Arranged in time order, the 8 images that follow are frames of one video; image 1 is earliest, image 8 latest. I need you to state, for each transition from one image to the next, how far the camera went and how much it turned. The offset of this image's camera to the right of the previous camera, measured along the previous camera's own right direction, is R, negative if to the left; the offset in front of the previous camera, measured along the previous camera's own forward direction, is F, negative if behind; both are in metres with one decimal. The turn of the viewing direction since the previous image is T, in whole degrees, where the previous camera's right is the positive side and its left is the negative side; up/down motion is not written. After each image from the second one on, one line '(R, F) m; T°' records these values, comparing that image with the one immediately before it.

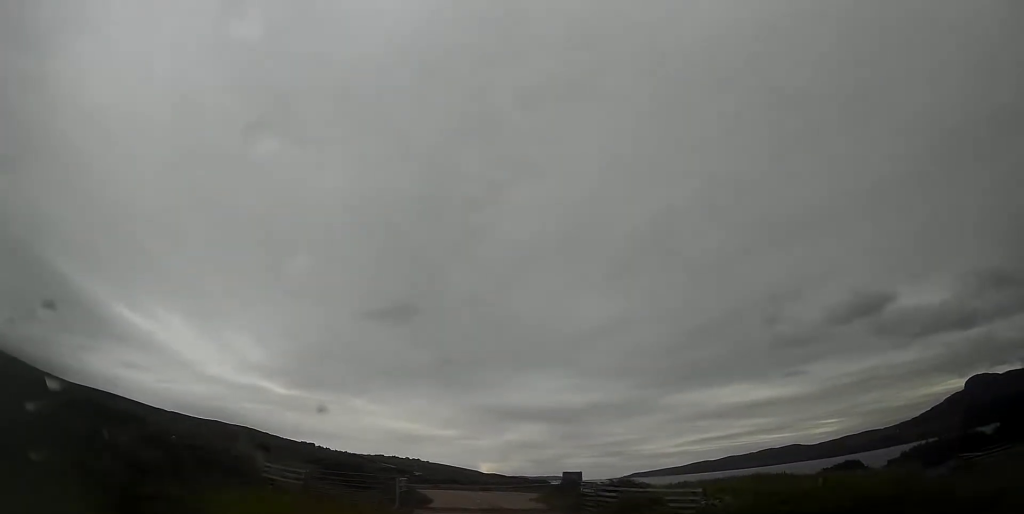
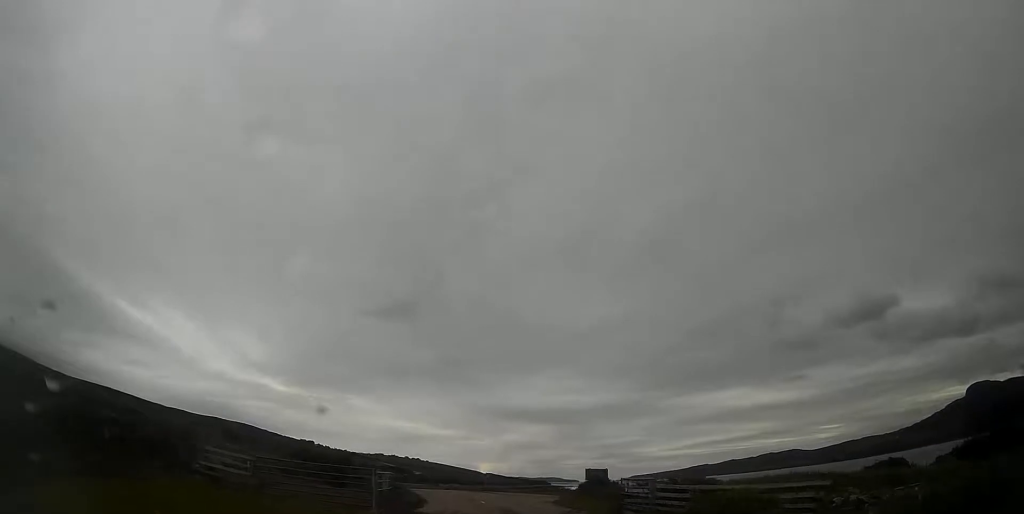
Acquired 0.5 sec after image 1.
(+0.1, +6.7) m; 0°
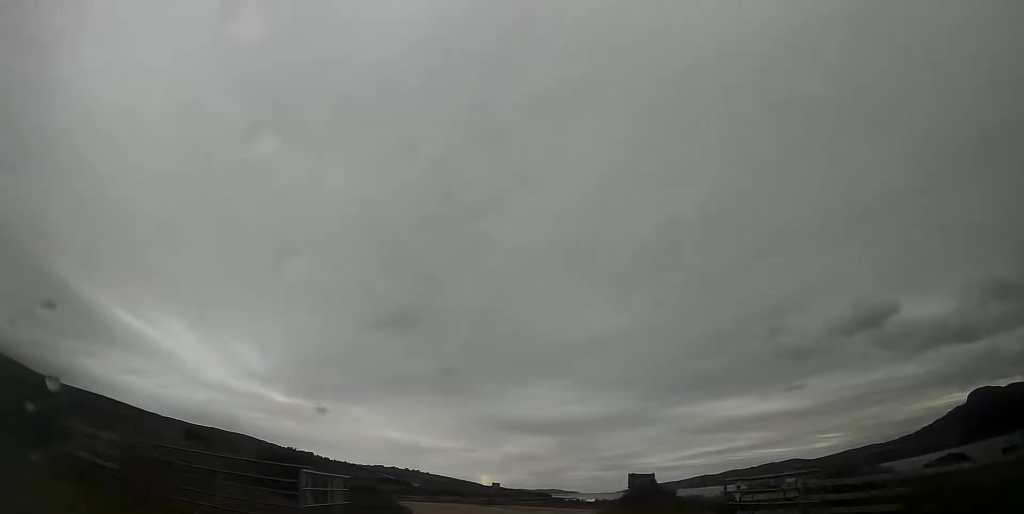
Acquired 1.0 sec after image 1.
(-0.2, +7.7) m; -1°
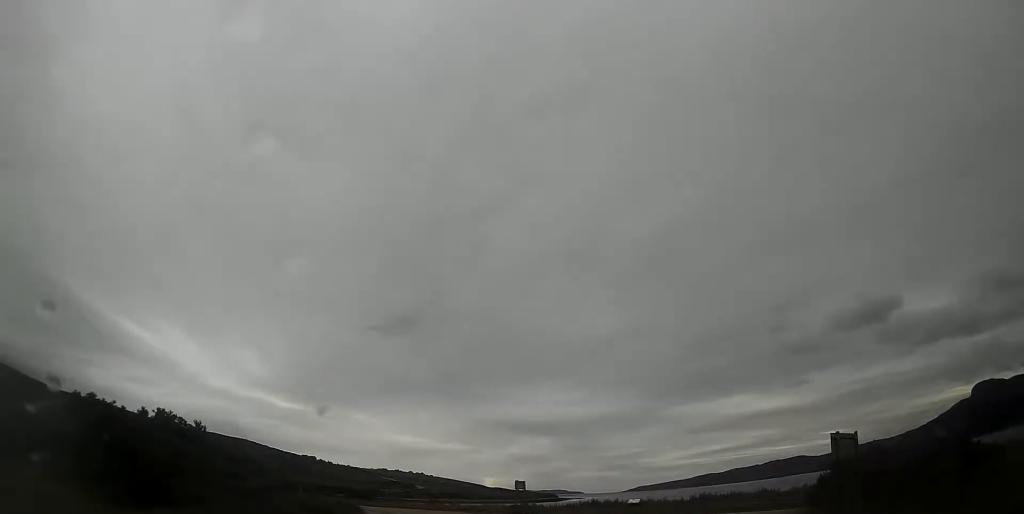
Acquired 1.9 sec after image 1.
(-0.2, +13.4) m; -3°
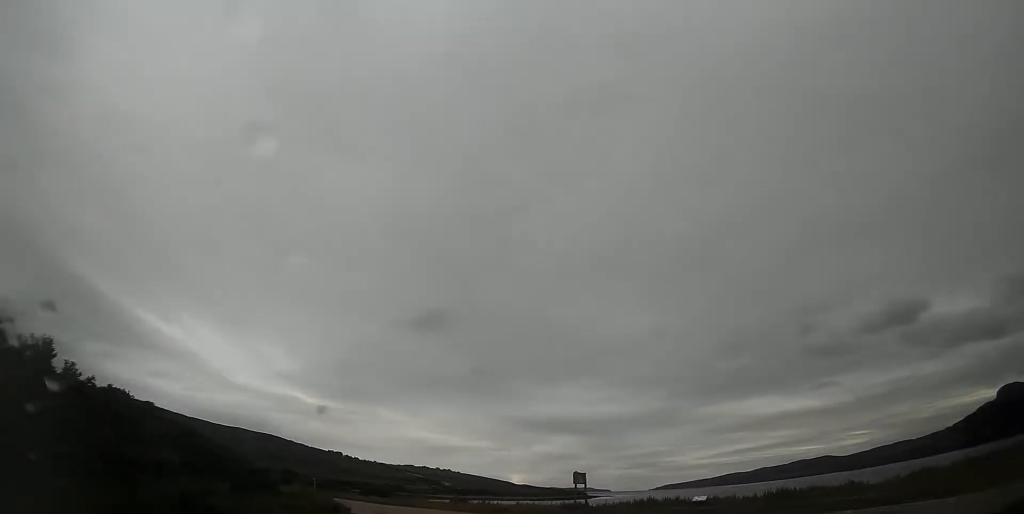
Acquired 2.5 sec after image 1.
(+0.2, +8.1) m; -3°
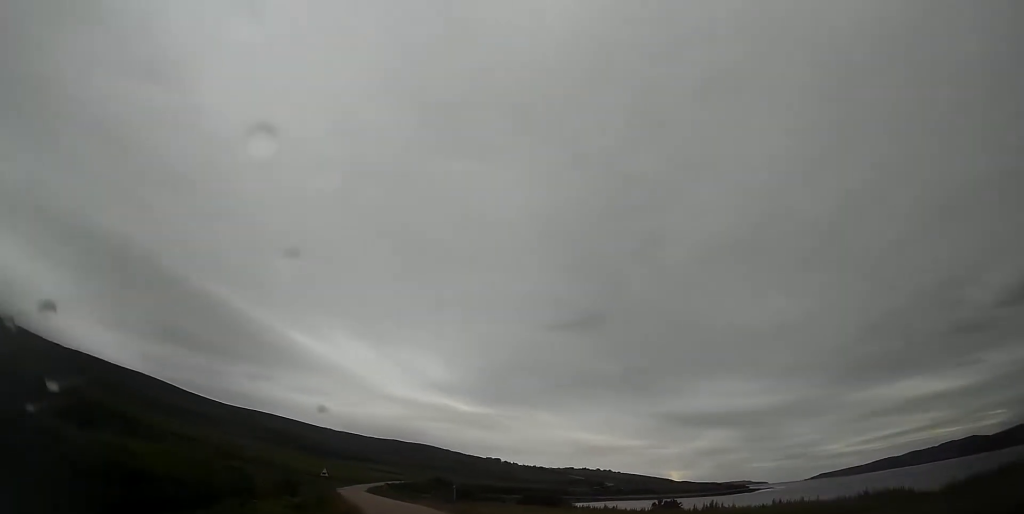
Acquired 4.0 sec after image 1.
(-3.0, +21.3) m; -13°
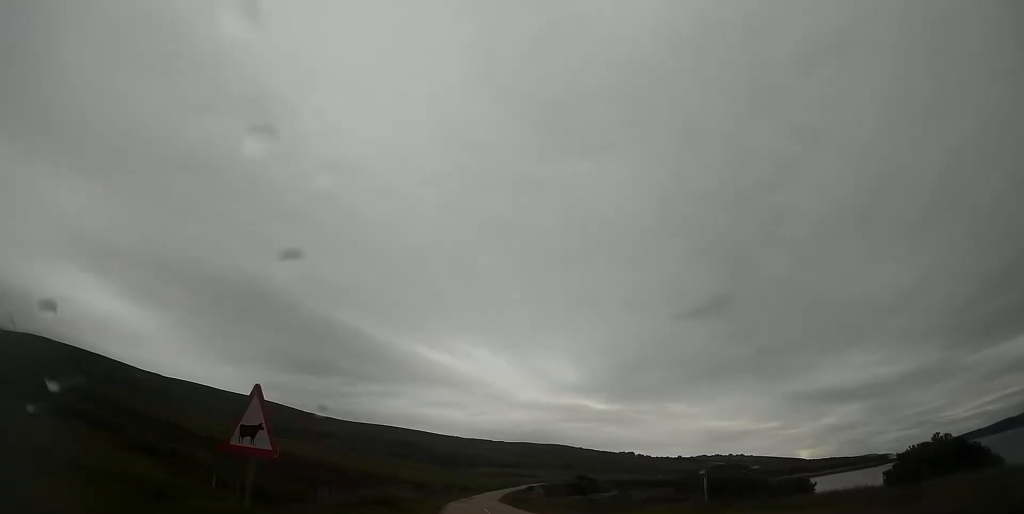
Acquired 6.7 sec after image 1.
(-4.5, +37.5) m; -9°
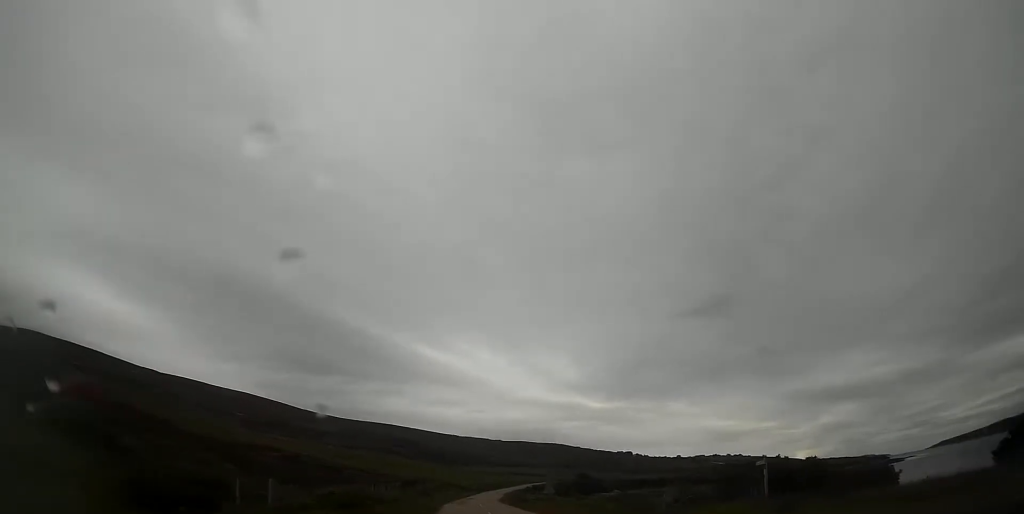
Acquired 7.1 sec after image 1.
(0.0, +6.6) m; 0°
